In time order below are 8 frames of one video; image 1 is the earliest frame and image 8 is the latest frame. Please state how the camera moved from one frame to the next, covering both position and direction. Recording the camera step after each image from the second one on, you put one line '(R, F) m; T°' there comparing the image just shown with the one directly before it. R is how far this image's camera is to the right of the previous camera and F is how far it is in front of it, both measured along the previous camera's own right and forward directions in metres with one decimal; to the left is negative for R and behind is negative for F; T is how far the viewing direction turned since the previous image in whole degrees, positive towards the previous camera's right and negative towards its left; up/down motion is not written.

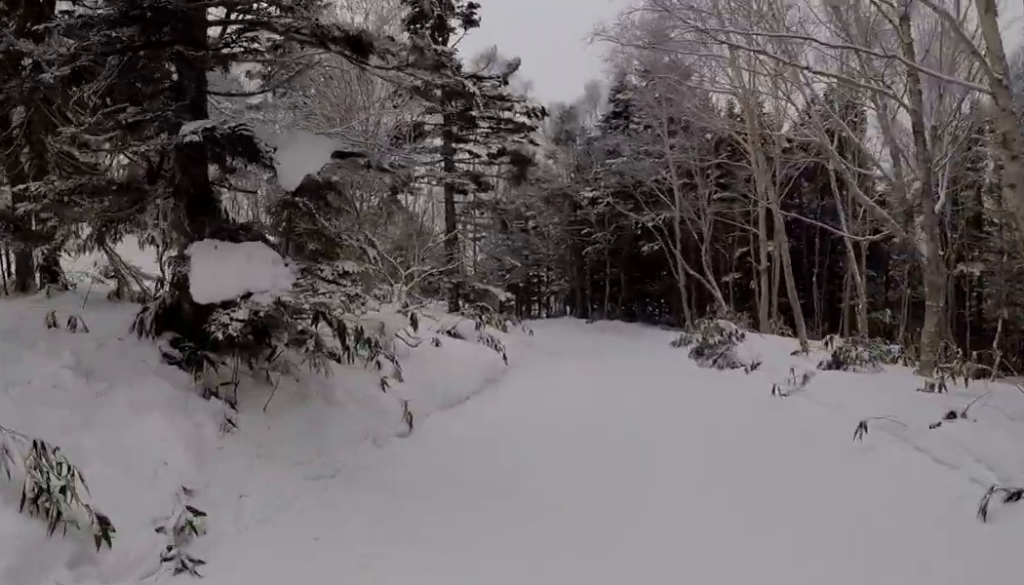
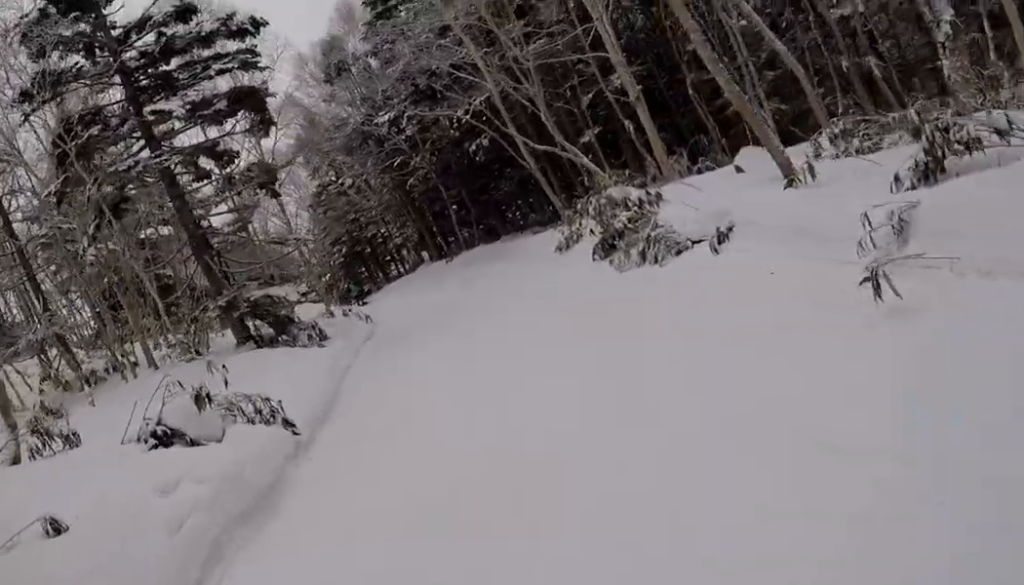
(-0.3, +7.3) m; -16°
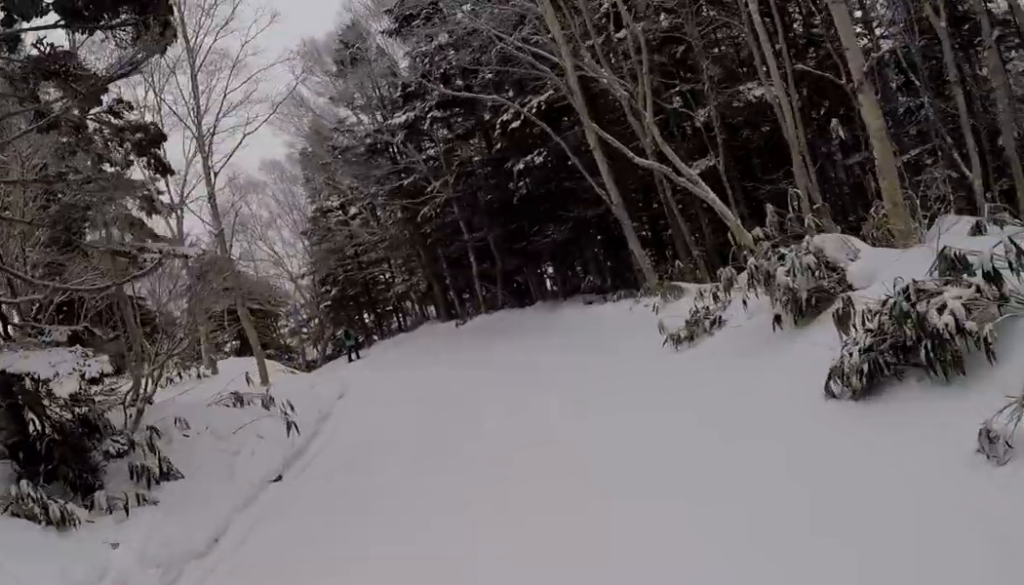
(-0.5, +7.6) m; +9°
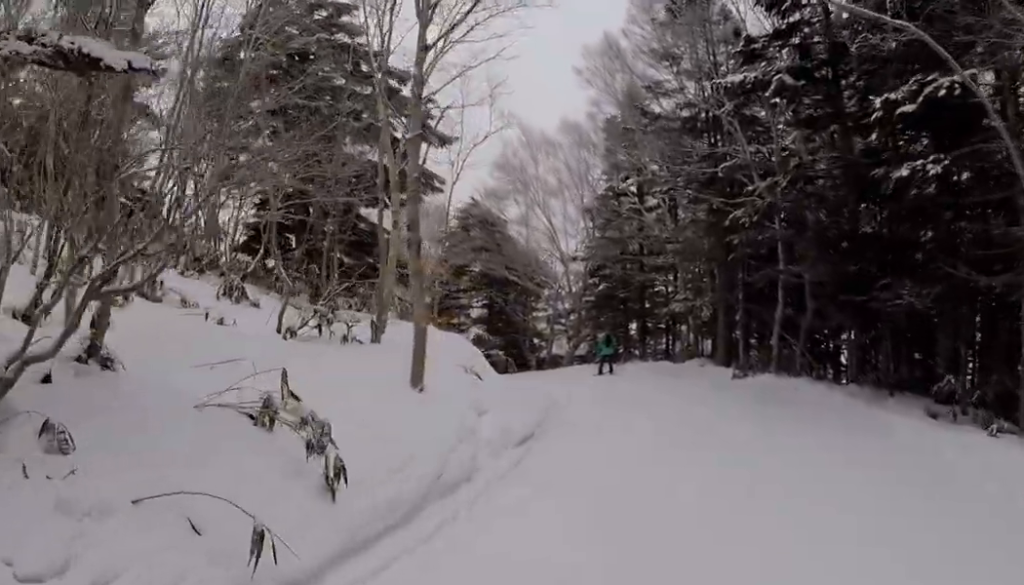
(+0.3, +5.2) m; -10°
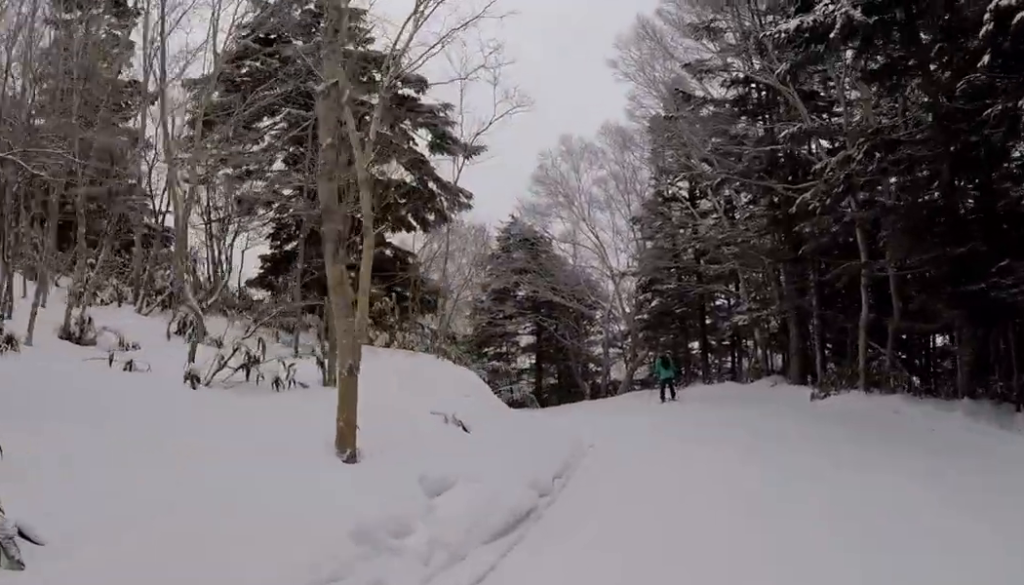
(-0.8, +3.1) m; -2°
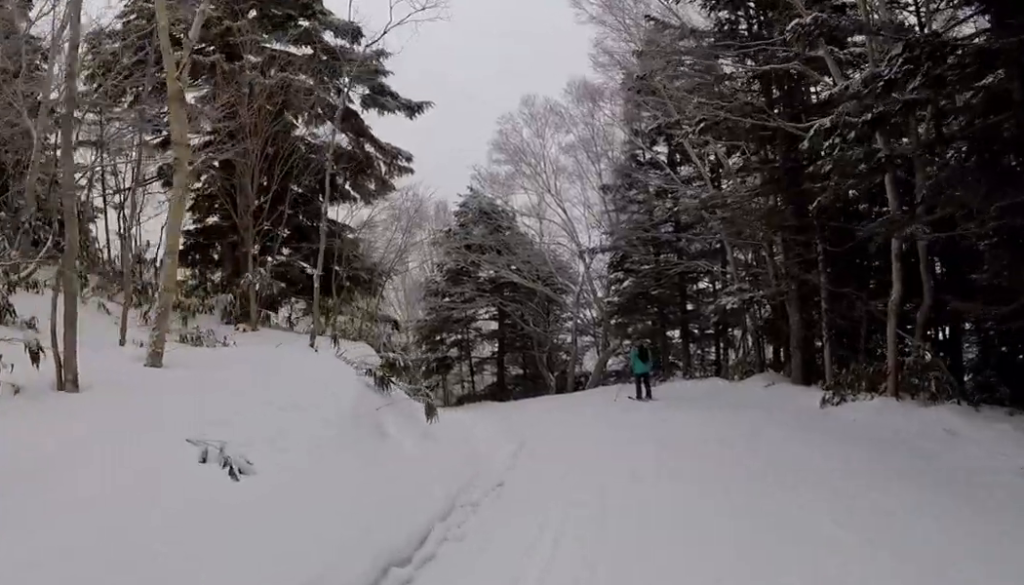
(+0.3, +3.4) m; +10°
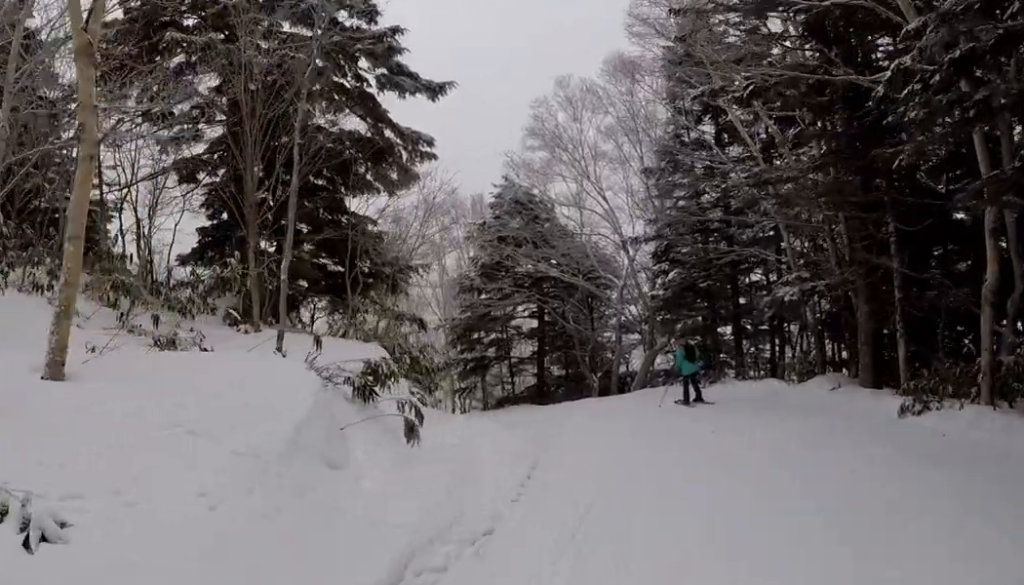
(+0.1, +1.7) m; +5°
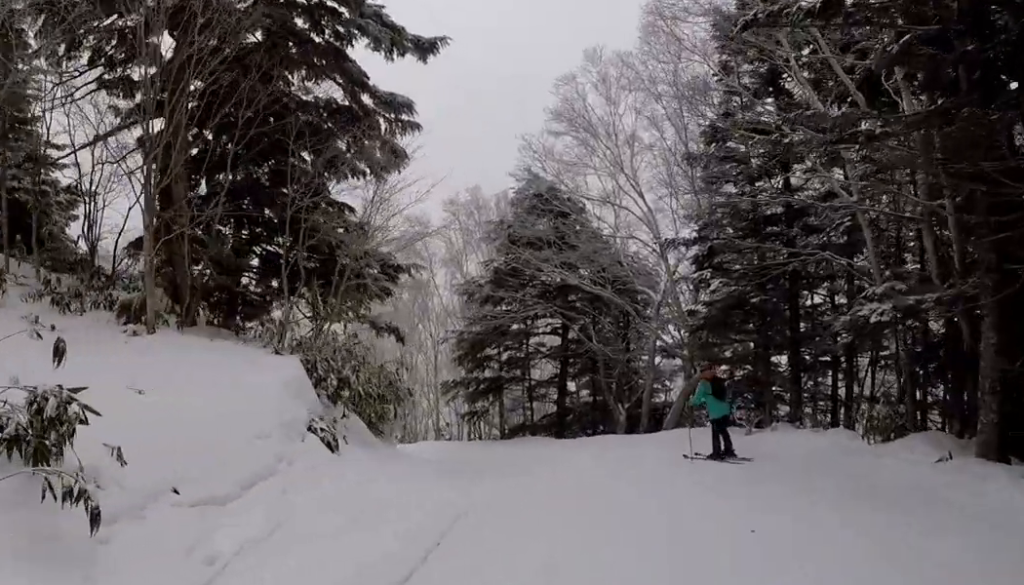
(-0.3, +4.4) m; -19°
